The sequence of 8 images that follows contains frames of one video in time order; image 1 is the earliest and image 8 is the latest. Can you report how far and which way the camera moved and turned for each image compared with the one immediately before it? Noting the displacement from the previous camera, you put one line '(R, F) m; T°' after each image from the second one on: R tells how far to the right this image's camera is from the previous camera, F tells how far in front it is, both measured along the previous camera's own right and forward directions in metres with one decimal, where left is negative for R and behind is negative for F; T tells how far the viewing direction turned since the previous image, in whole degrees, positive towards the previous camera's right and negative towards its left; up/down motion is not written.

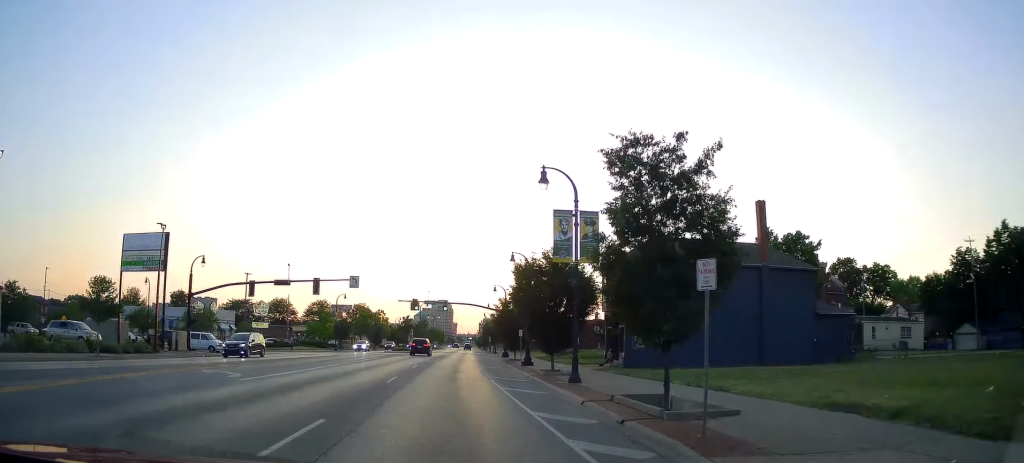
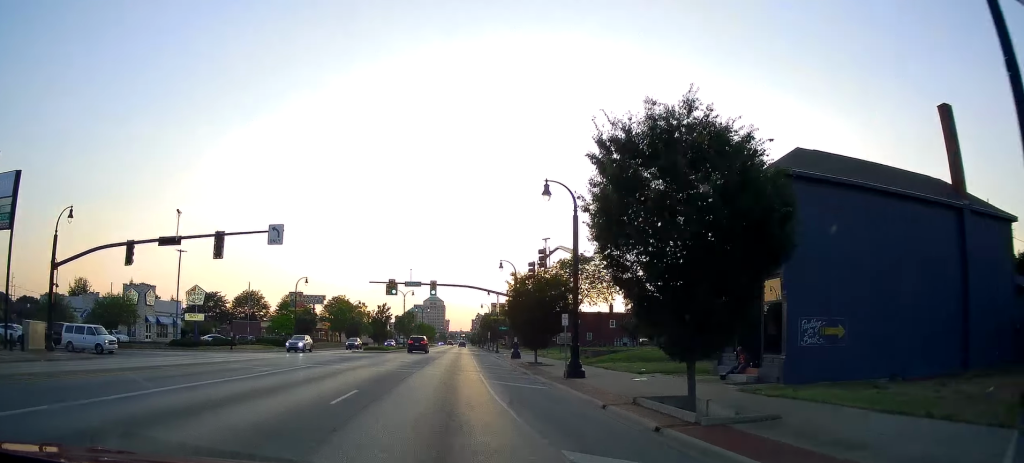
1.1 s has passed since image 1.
(+0.2, +19.2) m; +1°
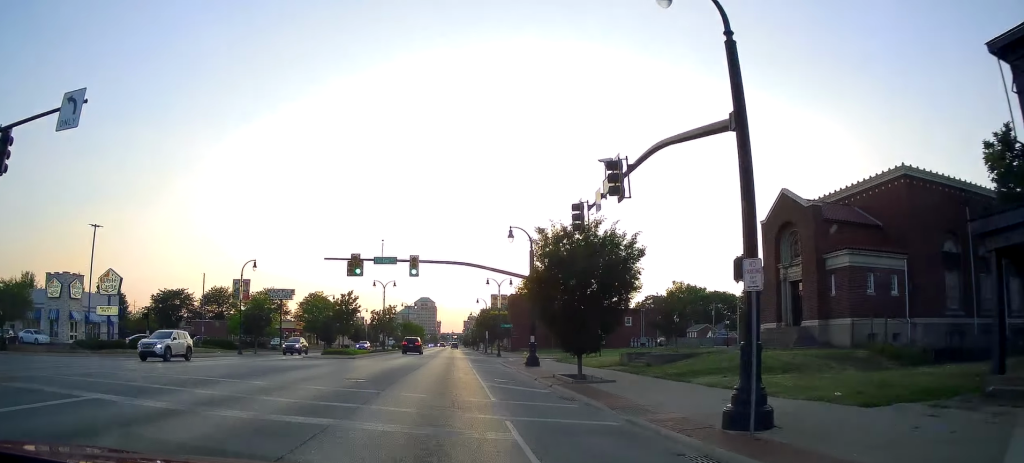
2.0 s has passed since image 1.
(0.0, +15.7) m; -1°
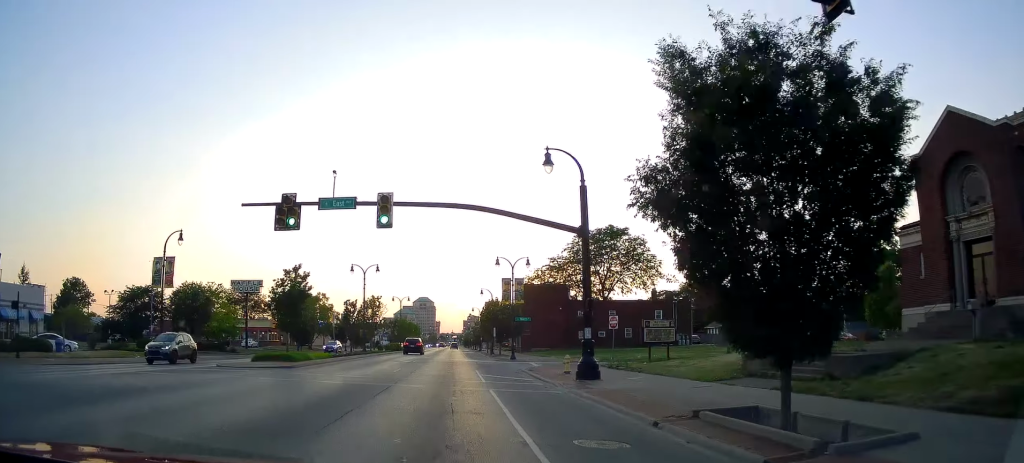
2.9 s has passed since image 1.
(-0.2, +15.2) m; 0°
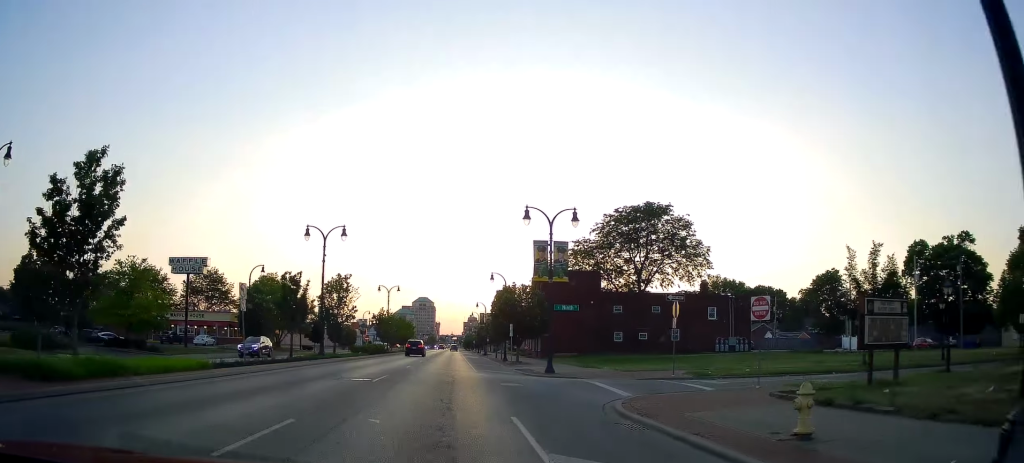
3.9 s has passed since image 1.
(+0.1, +18.3) m; 0°
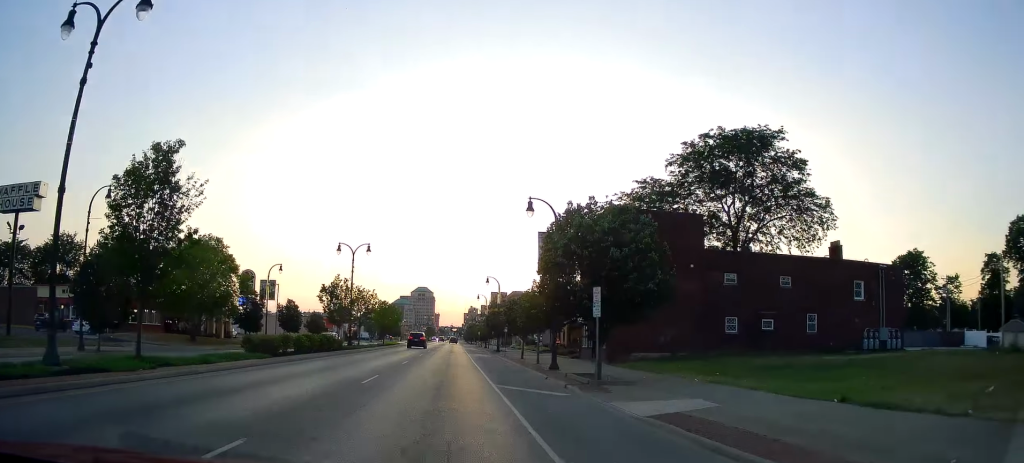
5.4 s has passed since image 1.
(0.0, +27.4) m; +1°
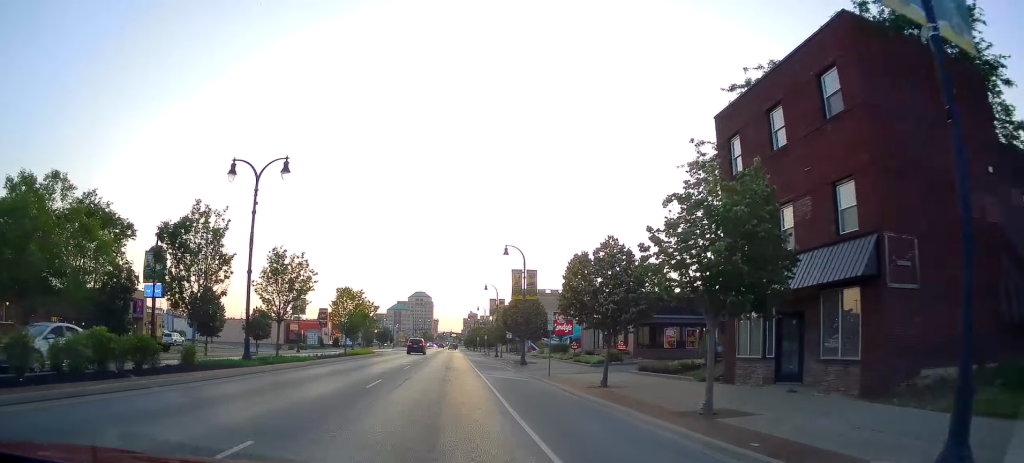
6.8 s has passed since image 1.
(+0.3, +24.6) m; 0°
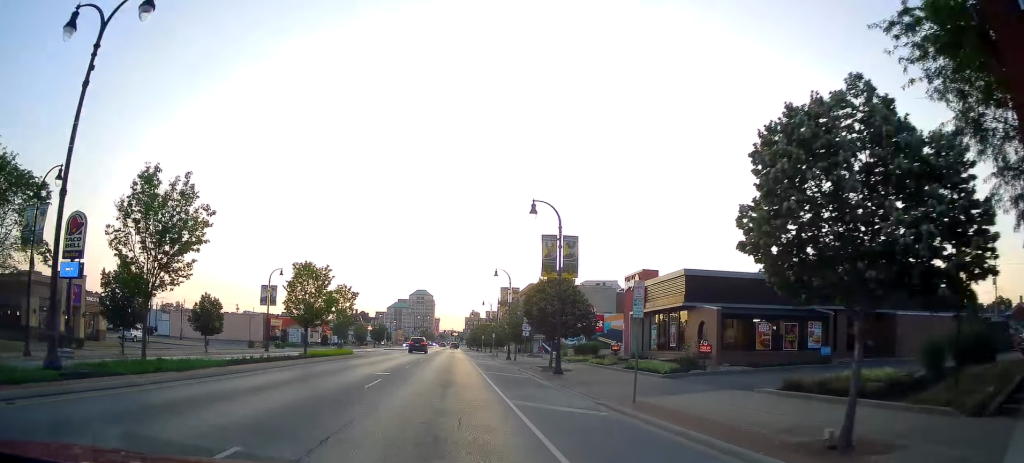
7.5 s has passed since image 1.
(-0.1, +13.2) m; 0°
